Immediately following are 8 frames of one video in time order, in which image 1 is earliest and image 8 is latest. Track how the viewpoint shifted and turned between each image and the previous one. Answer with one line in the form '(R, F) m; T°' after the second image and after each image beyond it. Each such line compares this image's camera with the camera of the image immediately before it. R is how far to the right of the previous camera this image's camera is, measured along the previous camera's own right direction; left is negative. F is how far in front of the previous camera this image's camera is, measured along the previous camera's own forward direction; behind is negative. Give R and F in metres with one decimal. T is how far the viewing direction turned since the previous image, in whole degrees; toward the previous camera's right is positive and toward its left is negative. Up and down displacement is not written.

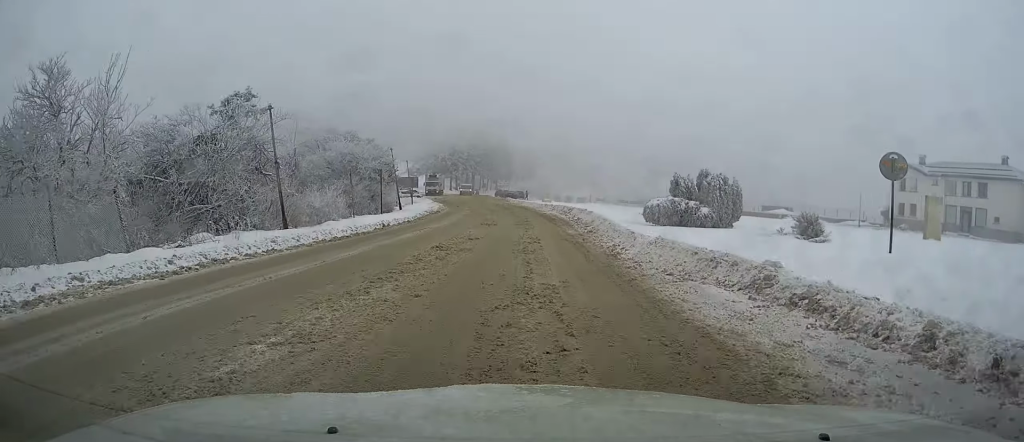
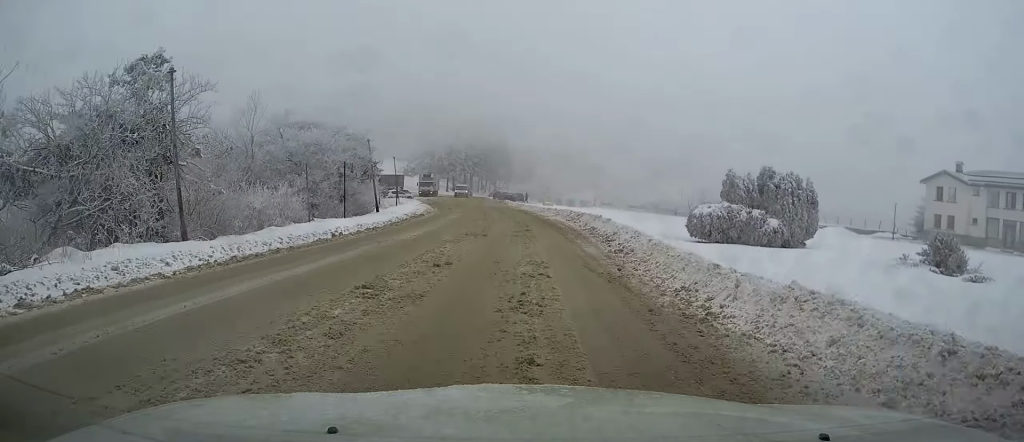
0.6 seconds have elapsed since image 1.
(+0.1, +6.9) m; +1°
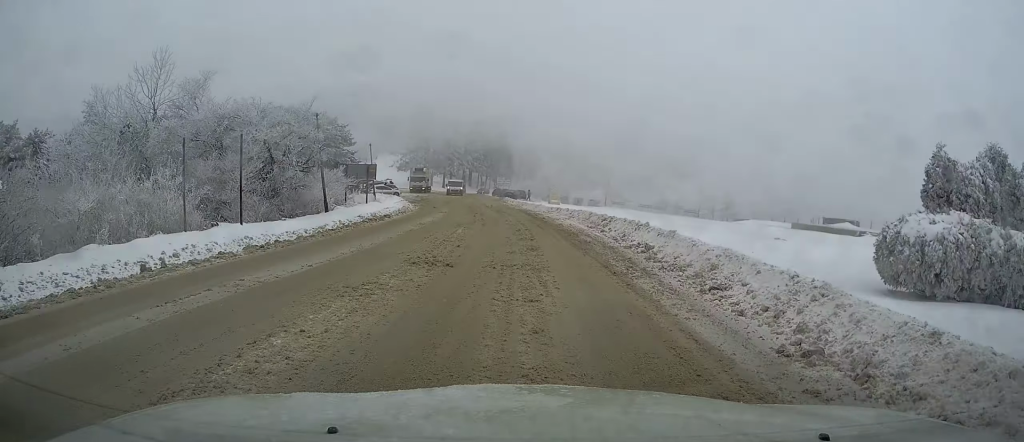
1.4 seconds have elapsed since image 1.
(+0.1, +10.1) m; 0°
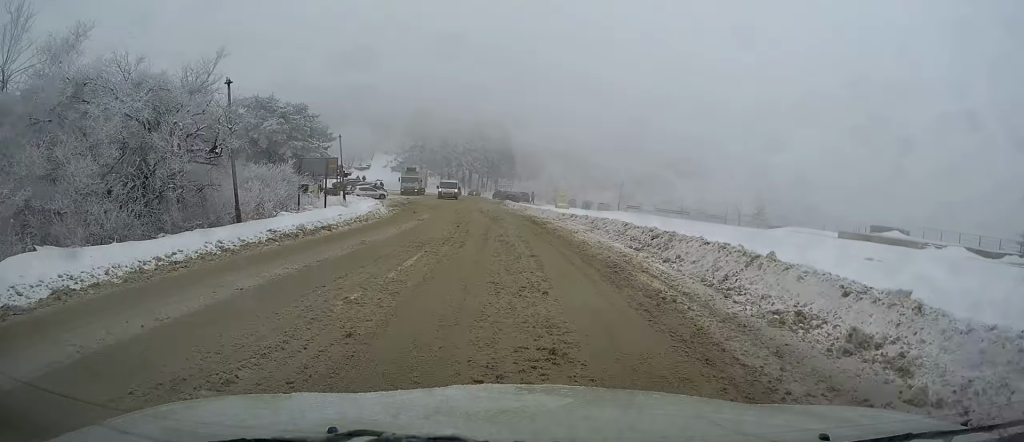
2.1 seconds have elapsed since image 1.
(+0.1, +8.8) m; -1°
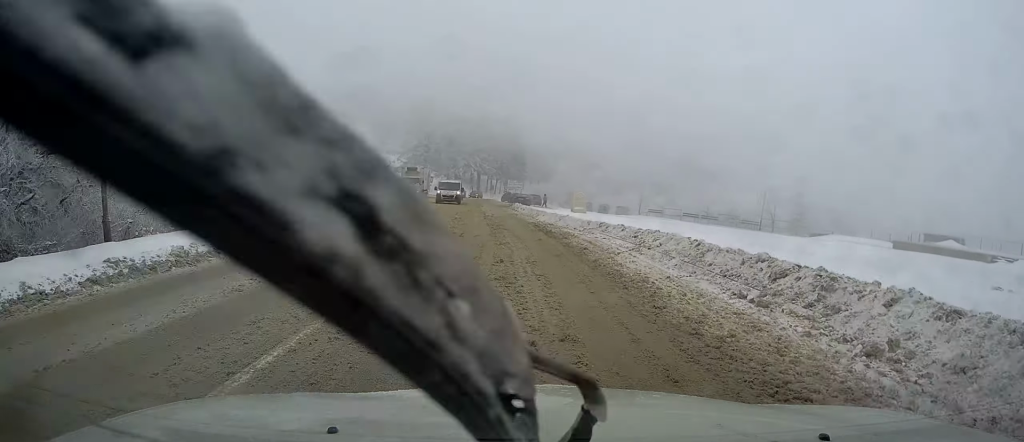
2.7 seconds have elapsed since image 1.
(-0.2, +6.8) m; -2°
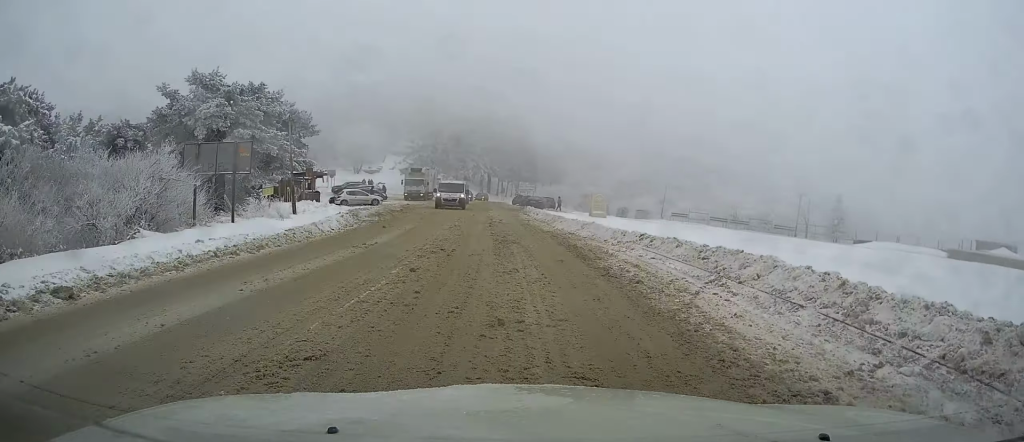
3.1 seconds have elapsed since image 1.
(0.0, +5.2) m; -1°
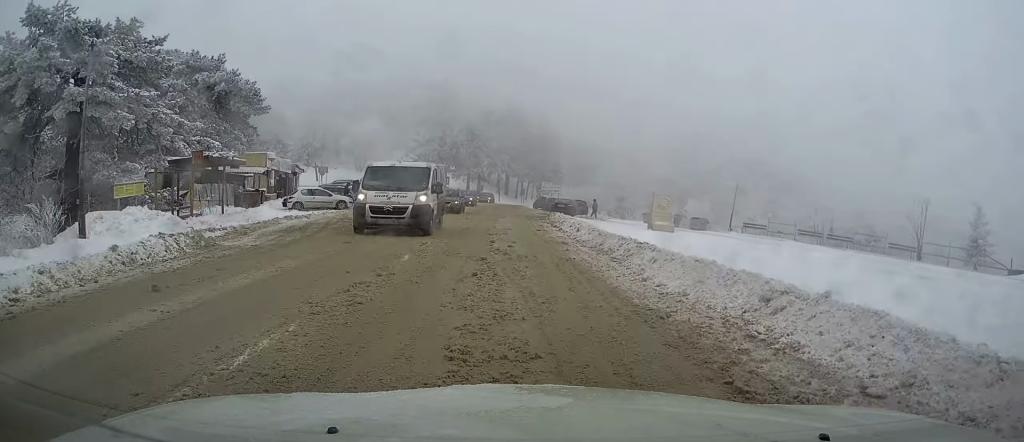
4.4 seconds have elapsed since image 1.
(-0.5, +15.4) m; -3°
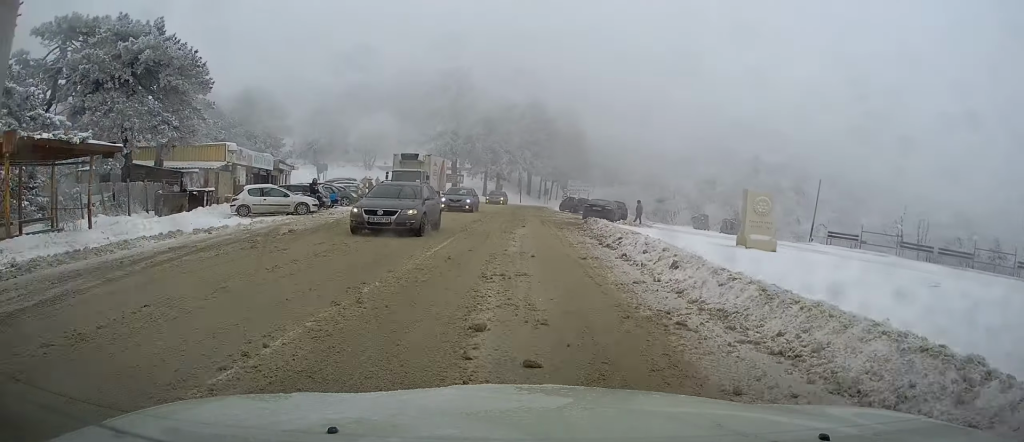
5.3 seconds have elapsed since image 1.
(-0.1, +10.4) m; -1°
